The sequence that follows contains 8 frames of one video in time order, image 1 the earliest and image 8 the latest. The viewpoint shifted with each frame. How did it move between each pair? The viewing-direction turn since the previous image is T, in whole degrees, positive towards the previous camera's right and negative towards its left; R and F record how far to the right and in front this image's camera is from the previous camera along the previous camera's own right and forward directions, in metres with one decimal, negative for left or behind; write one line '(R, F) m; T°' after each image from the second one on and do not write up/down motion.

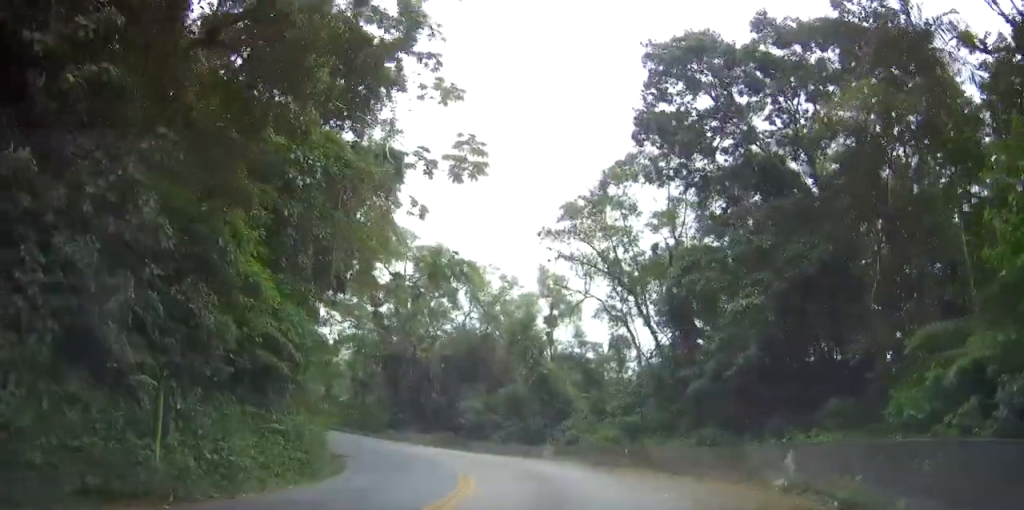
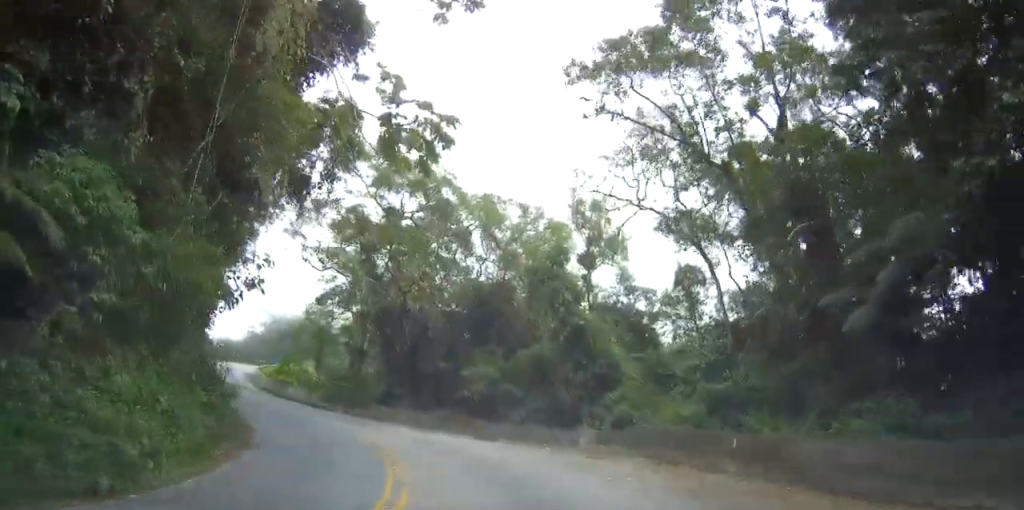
(+1.9, +12.4) m; +5°
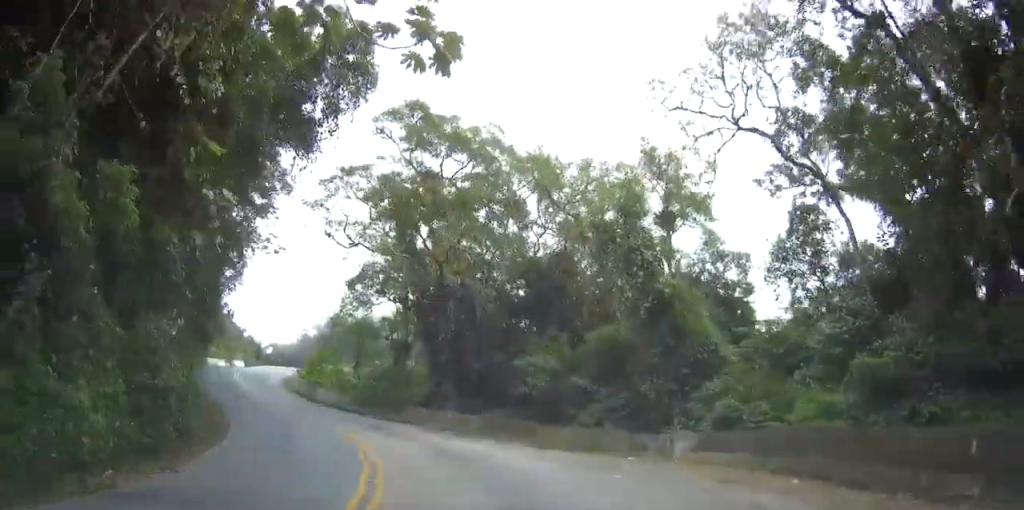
(0.0, +7.4) m; -6°
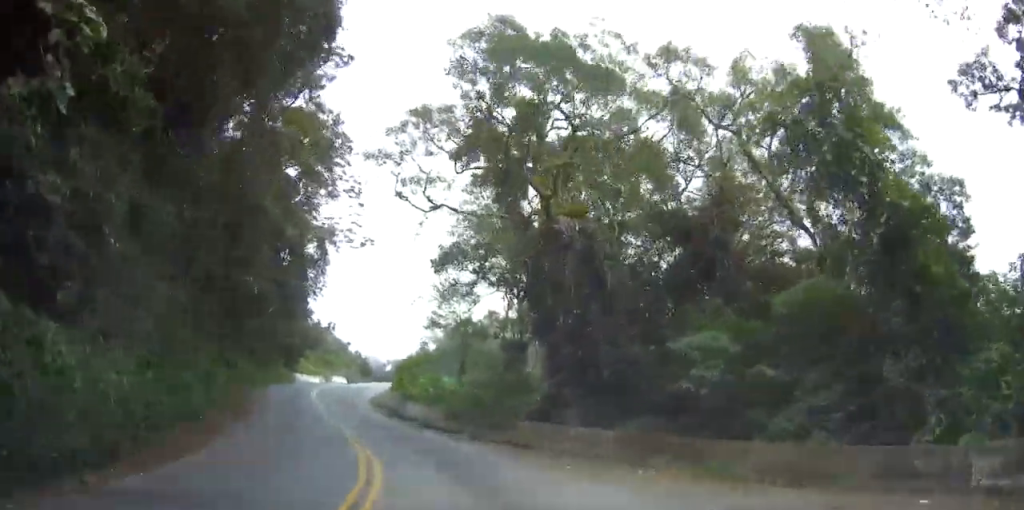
(-0.7, +10.3) m; -13°
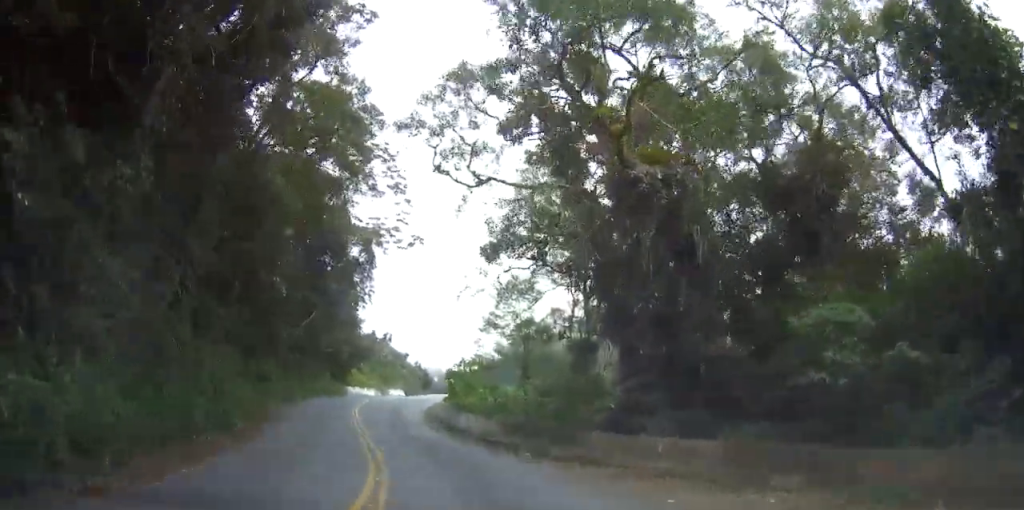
(-0.7, +4.7) m; -6°
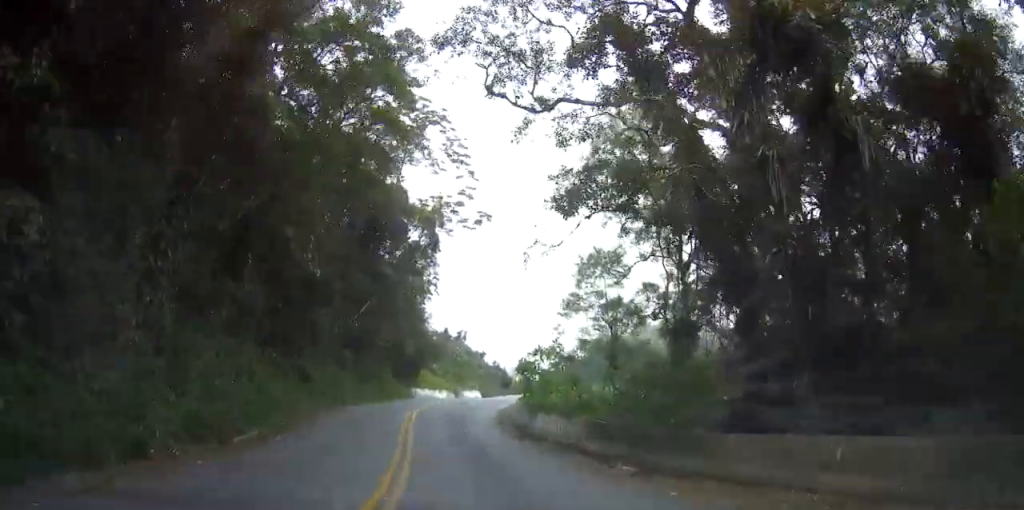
(-0.3, +5.9) m; -7°
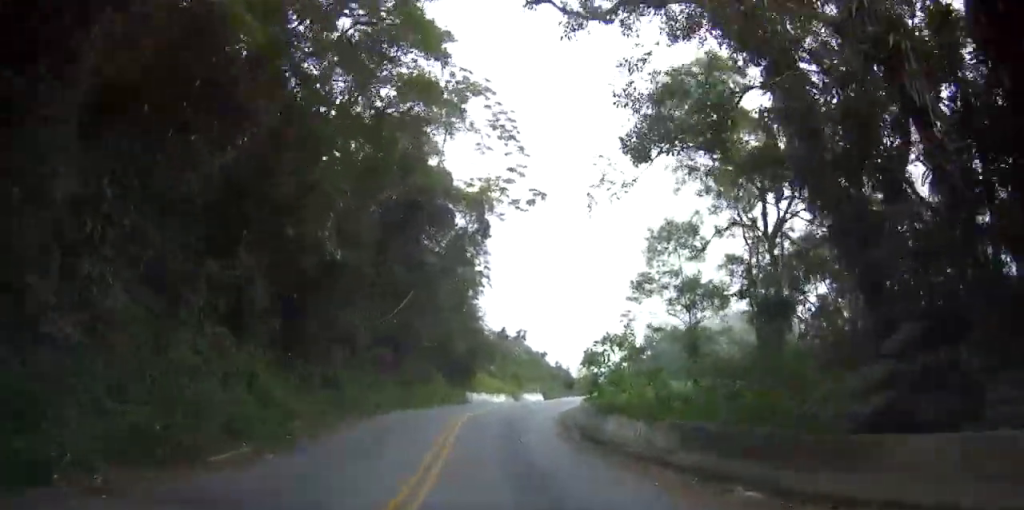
(-0.3, +4.8) m; -3°
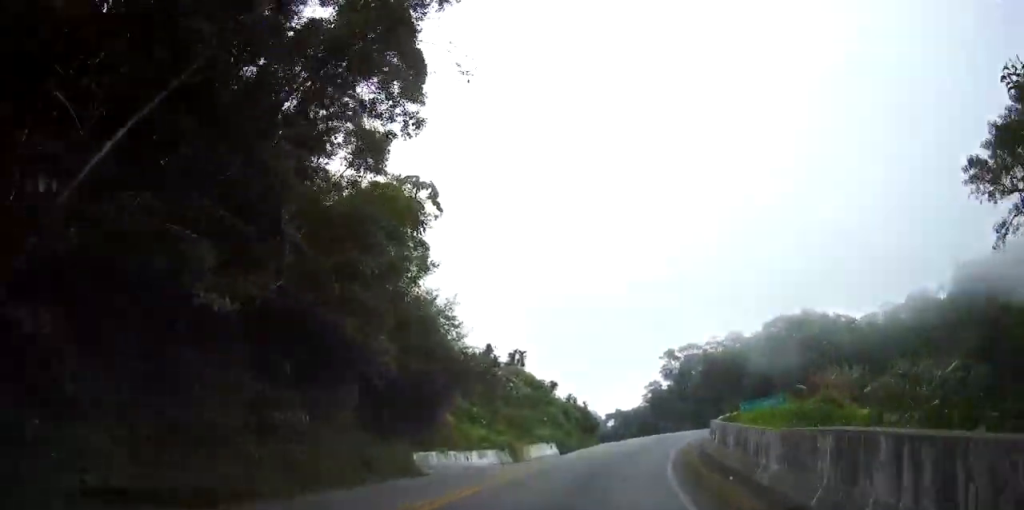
(-1.2, +25.7) m; +1°
